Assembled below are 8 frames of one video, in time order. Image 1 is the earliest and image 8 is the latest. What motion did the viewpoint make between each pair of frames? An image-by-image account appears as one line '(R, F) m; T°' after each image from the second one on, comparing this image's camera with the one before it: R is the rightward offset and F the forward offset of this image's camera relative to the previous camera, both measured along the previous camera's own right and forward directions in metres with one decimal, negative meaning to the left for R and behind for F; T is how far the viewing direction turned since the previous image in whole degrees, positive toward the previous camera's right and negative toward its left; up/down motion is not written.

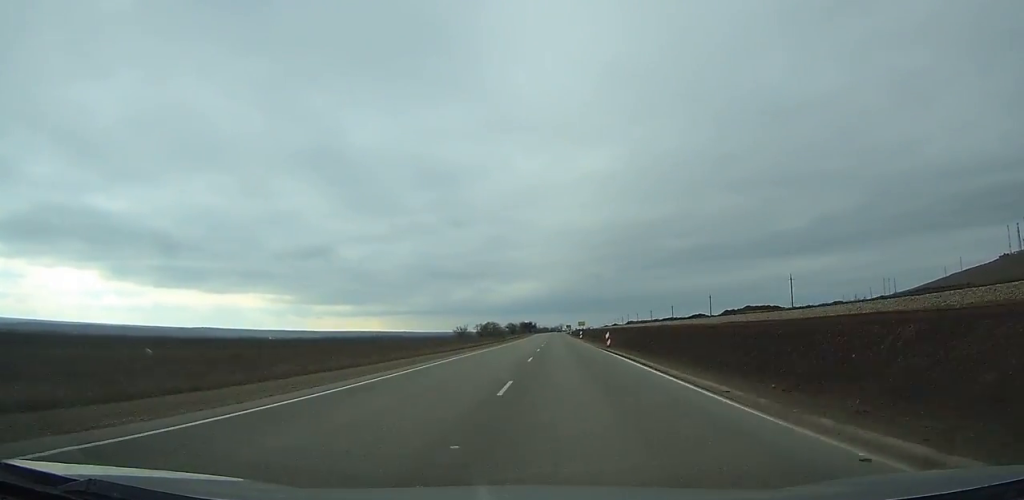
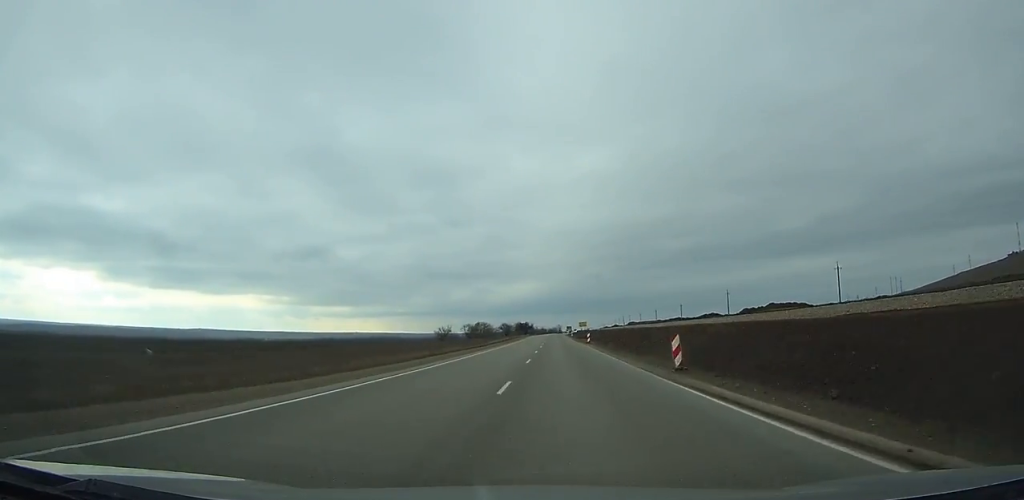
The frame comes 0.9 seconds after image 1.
(0.0, +23.7) m; 0°
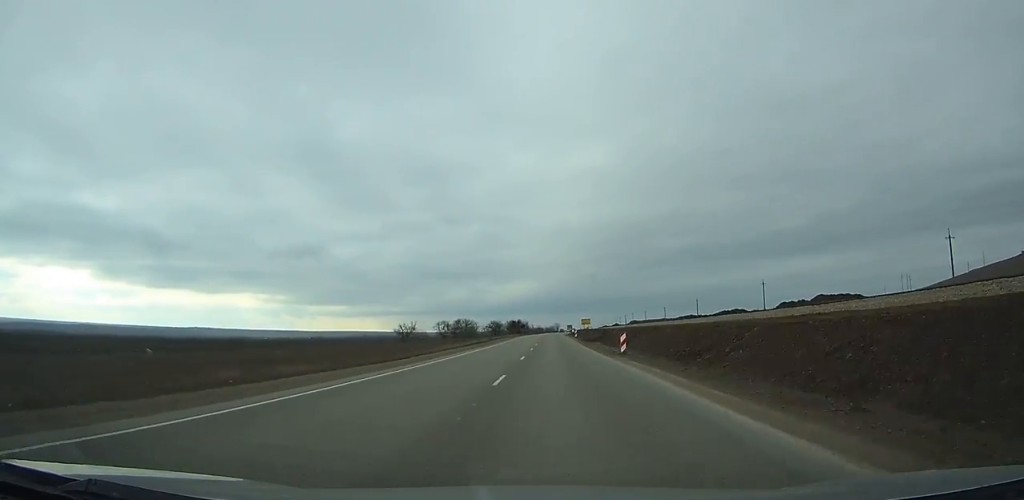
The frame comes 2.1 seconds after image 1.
(+0.2, +34.6) m; 0°
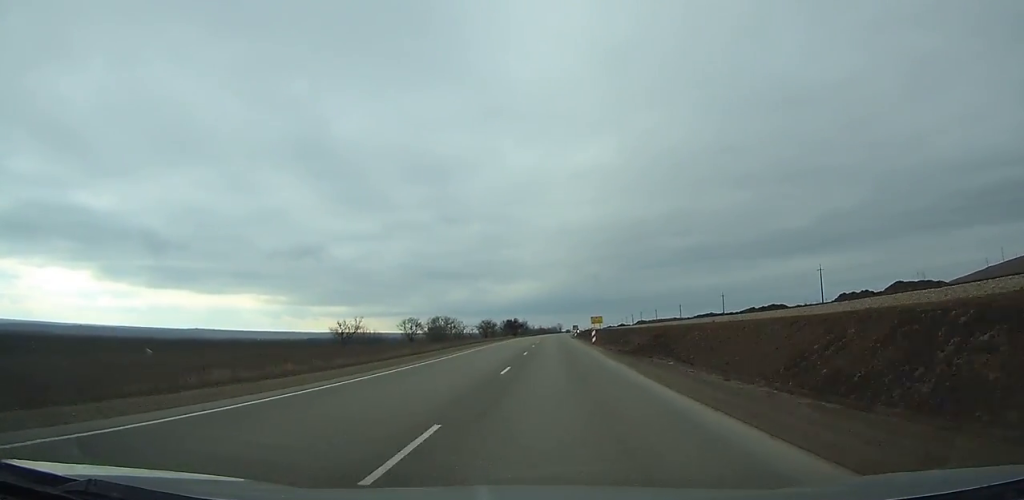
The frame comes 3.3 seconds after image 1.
(-0.1, +32.9) m; 0°
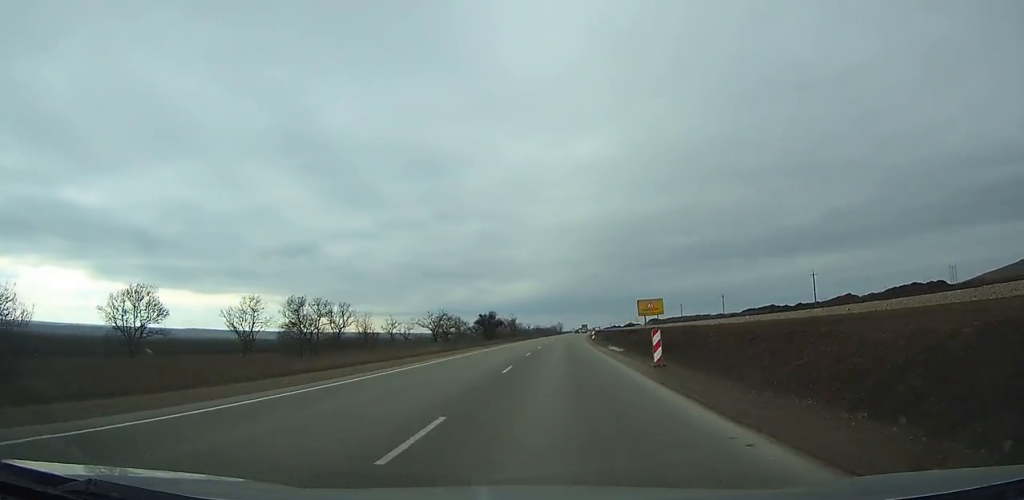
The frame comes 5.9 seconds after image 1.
(-0.1, +71.5) m; +1°
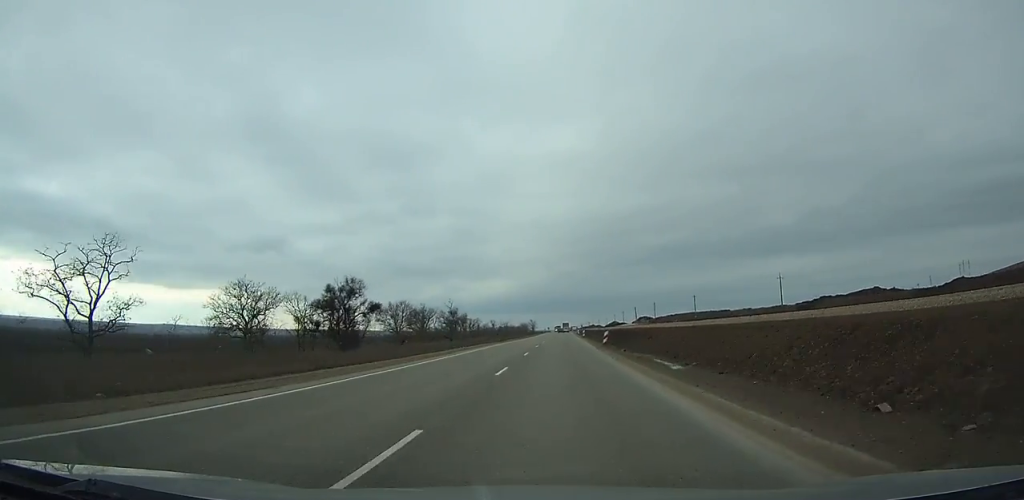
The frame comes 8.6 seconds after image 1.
(+1.2, +73.2) m; +2°
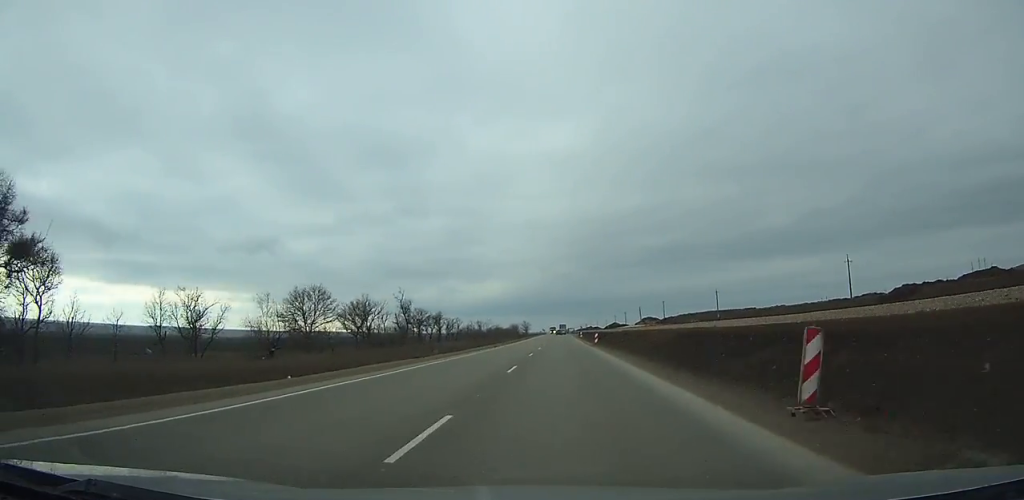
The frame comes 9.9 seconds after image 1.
(+0.4, +34.6) m; +1°
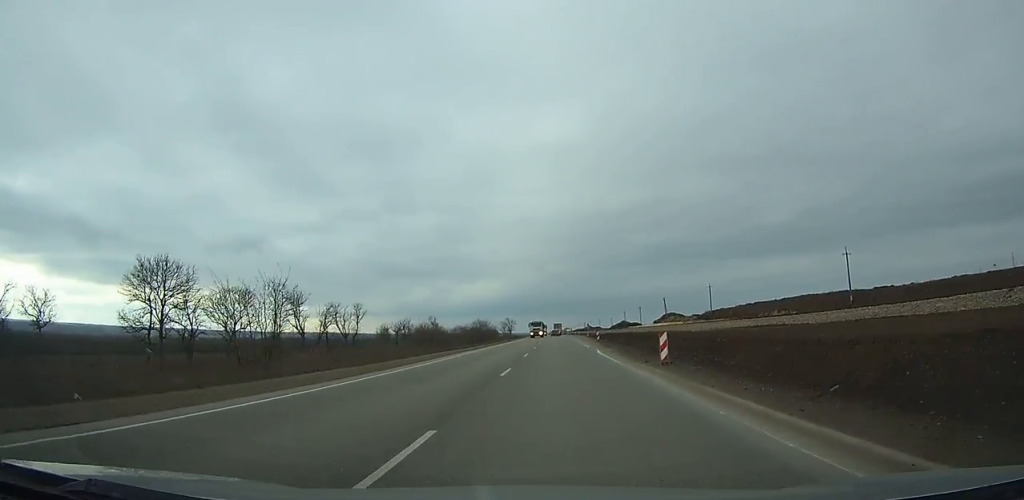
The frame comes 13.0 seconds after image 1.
(+0.5, +84.8) m; 0°
